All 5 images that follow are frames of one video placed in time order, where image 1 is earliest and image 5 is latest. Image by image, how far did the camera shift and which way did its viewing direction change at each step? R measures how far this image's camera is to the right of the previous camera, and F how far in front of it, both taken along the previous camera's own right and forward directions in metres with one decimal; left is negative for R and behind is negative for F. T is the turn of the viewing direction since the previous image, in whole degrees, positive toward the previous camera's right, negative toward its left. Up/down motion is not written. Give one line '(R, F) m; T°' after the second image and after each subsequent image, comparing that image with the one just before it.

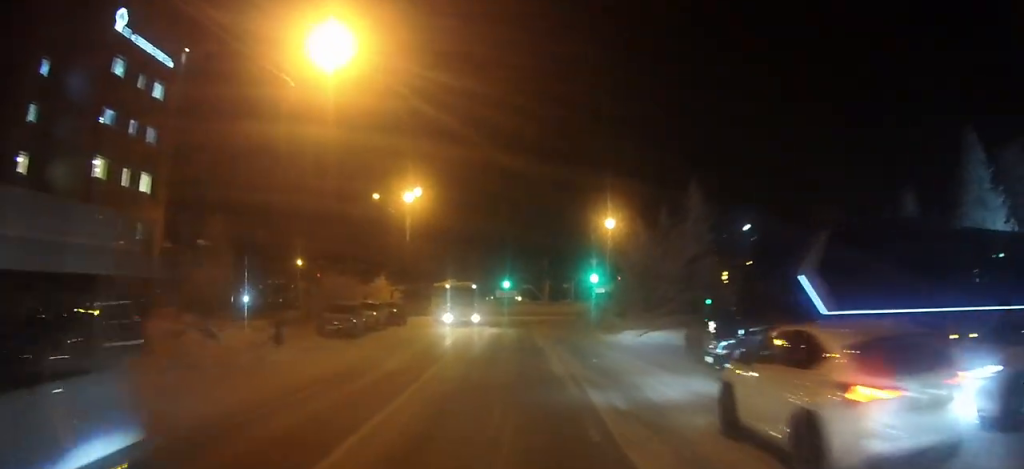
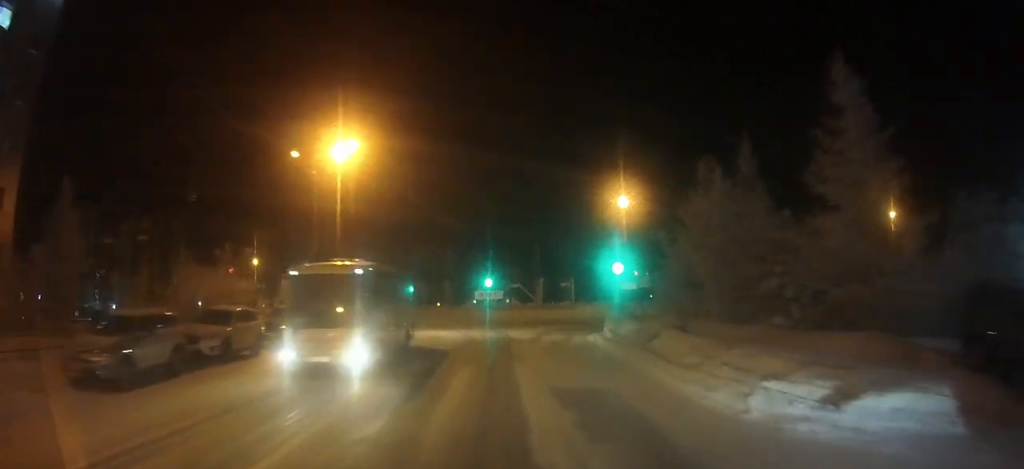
(+0.2, +16.8) m; +1°
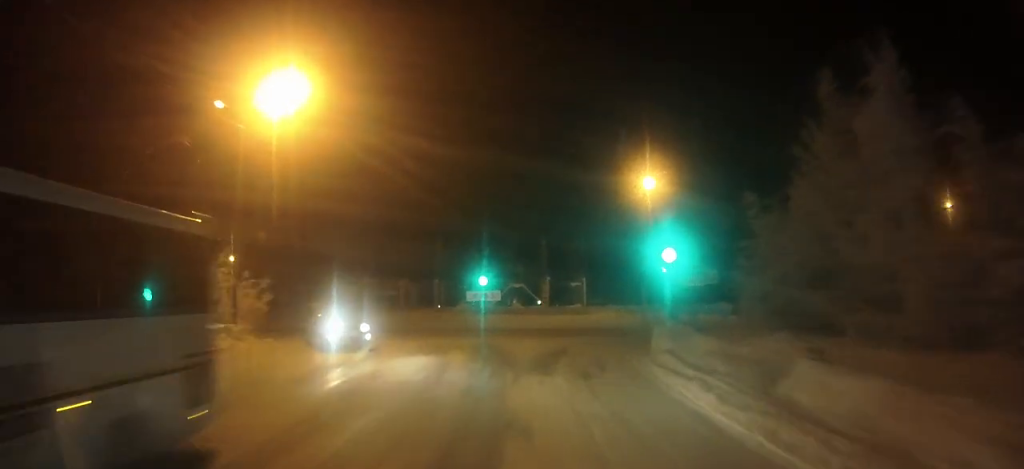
(0.0, +10.5) m; +1°
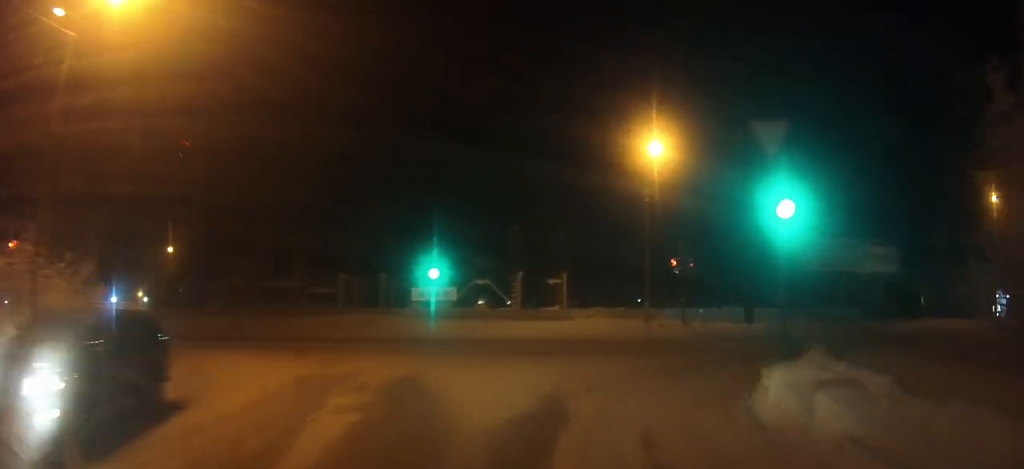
(+0.1, +11.7) m; +3°
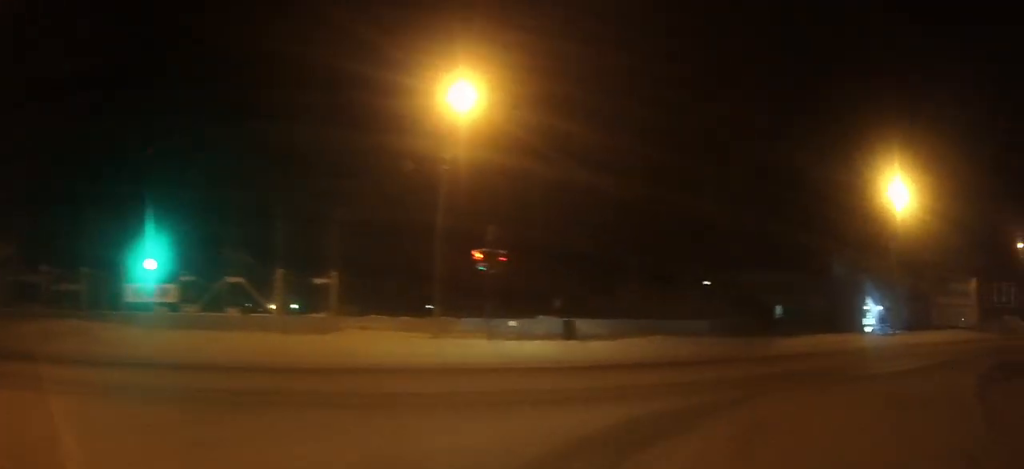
(+0.9, +11.0) m; +18°
